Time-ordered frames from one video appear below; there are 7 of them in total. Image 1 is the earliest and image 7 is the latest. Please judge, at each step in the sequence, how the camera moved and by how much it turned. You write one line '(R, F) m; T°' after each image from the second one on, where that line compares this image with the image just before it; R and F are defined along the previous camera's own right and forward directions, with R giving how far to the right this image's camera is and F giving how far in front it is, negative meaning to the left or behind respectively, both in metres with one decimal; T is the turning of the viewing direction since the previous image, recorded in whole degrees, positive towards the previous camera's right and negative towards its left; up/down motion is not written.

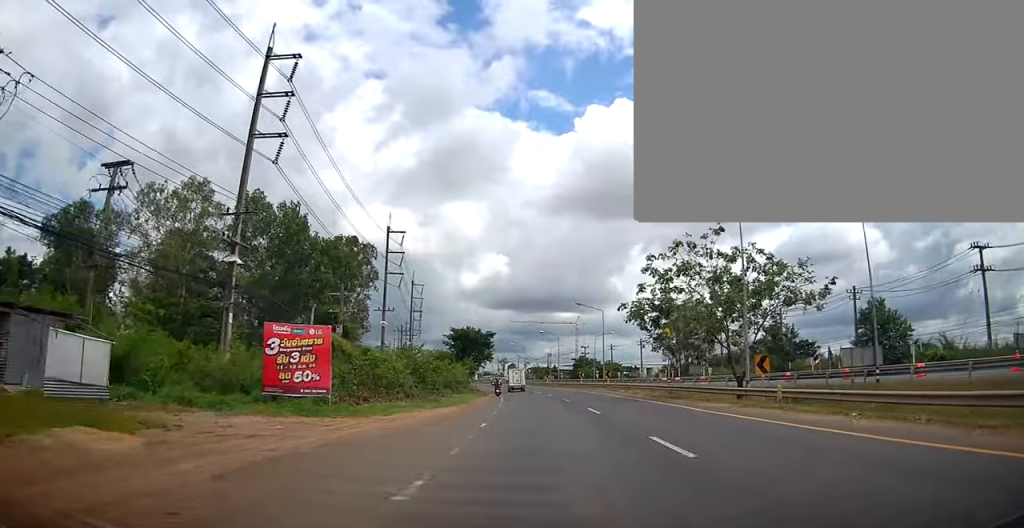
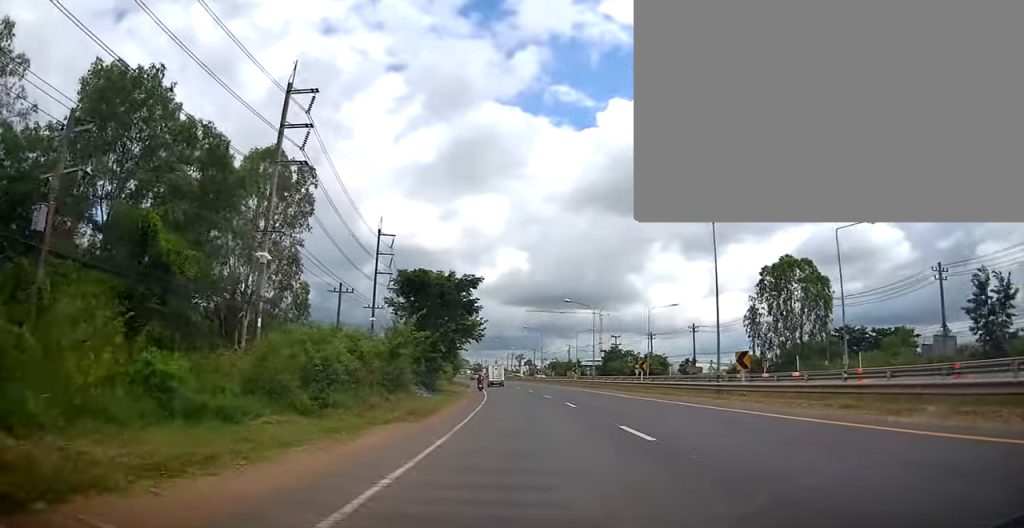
(0.0, +34.0) m; 0°
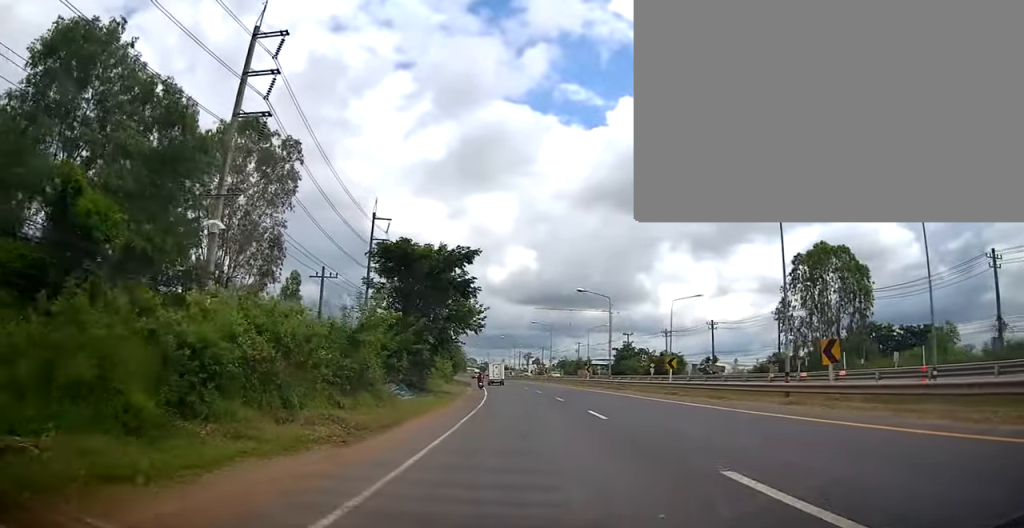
(0.0, +6.7) m; 0°
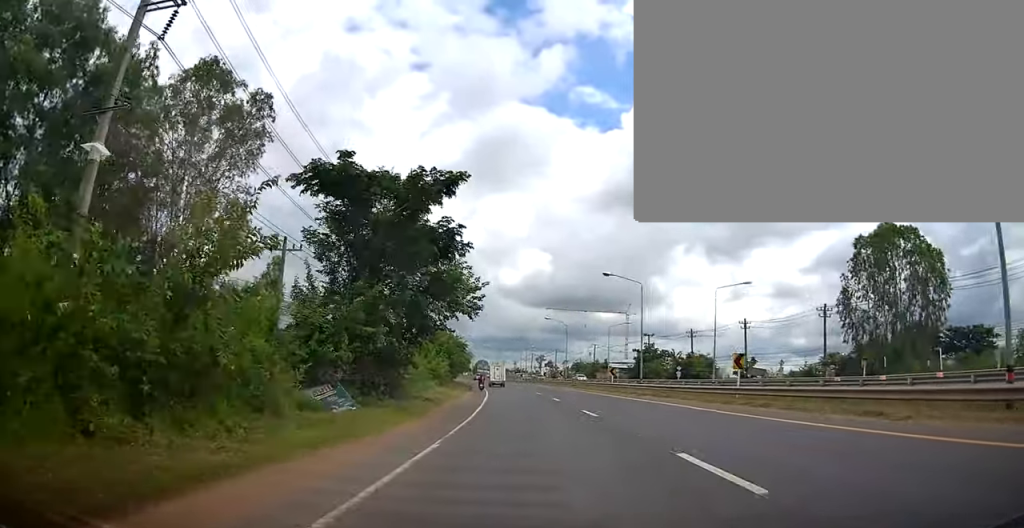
(0.0, +10.3) m; -1°
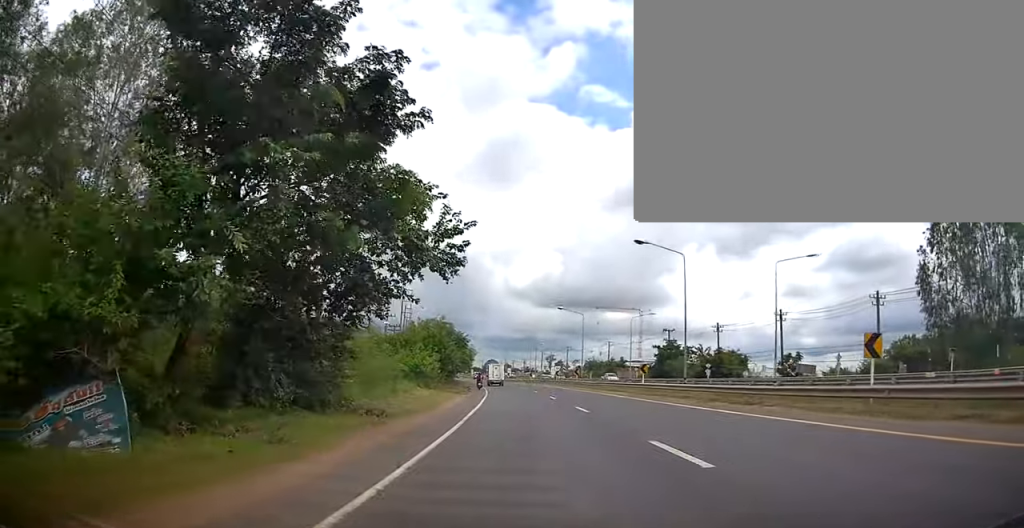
(+0.2, +10.3) m; -2°
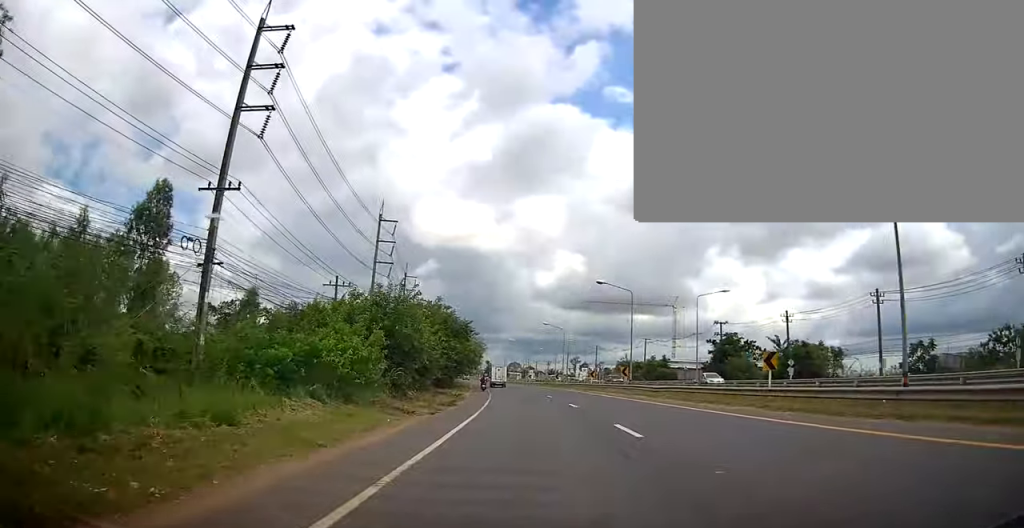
(-0.9, +19.9) m; -3°
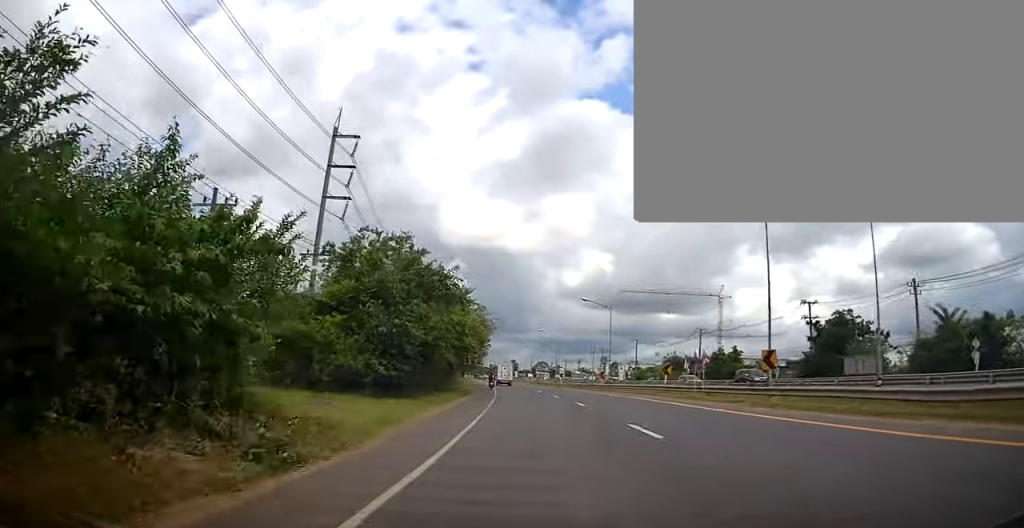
(-0.1, +24.7) m; 0°
